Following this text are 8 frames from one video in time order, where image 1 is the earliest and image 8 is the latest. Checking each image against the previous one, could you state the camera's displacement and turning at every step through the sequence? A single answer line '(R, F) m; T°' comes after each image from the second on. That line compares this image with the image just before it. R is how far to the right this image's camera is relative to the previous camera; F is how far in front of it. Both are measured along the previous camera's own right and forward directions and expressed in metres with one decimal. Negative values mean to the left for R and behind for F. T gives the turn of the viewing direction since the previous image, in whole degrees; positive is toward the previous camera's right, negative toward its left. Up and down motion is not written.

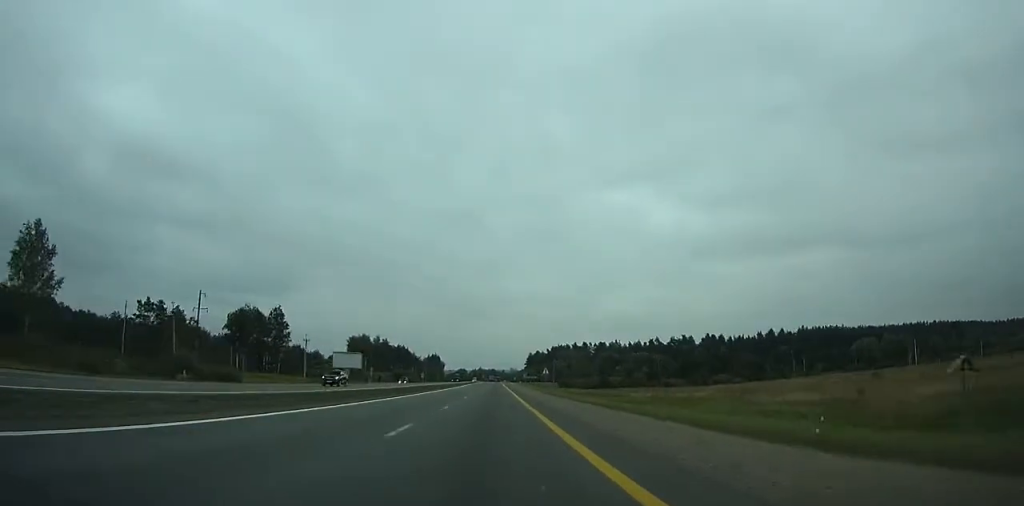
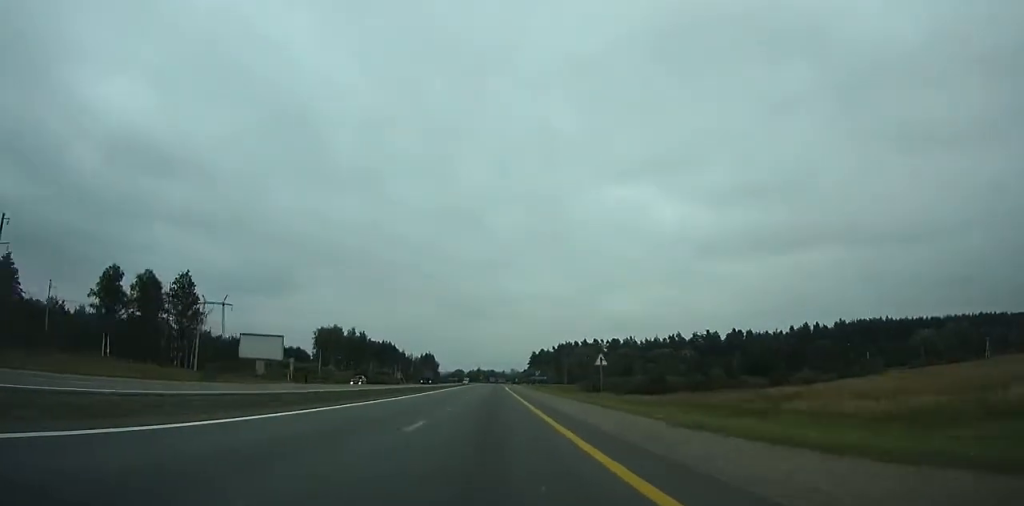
(-0.2, +46.1) m; 0°
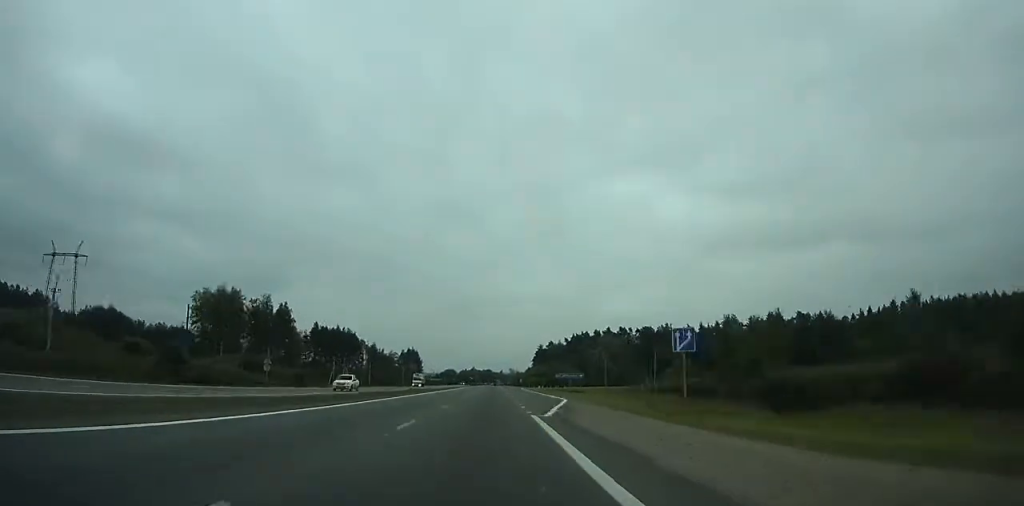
(+0.1, +83.1) m; 0°
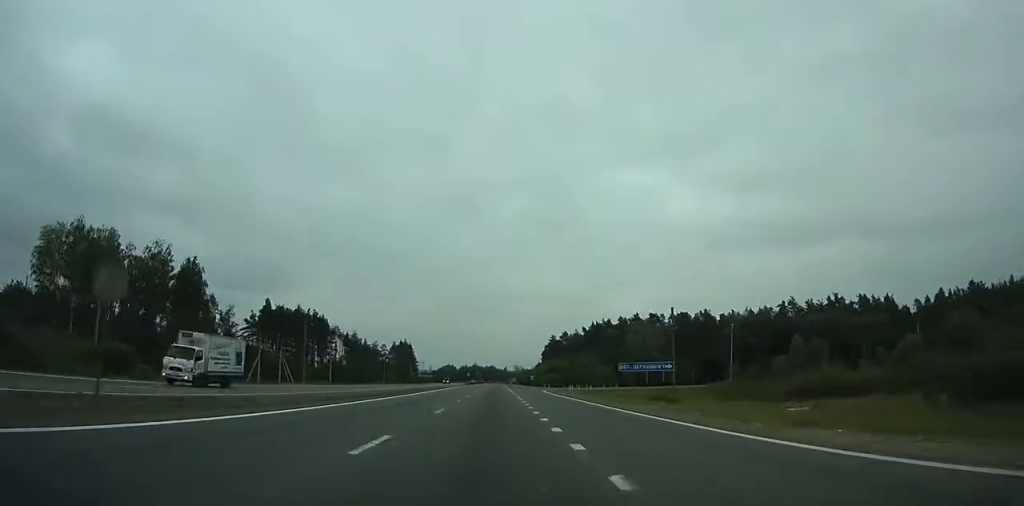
(0.0, +49.3) m; 0°
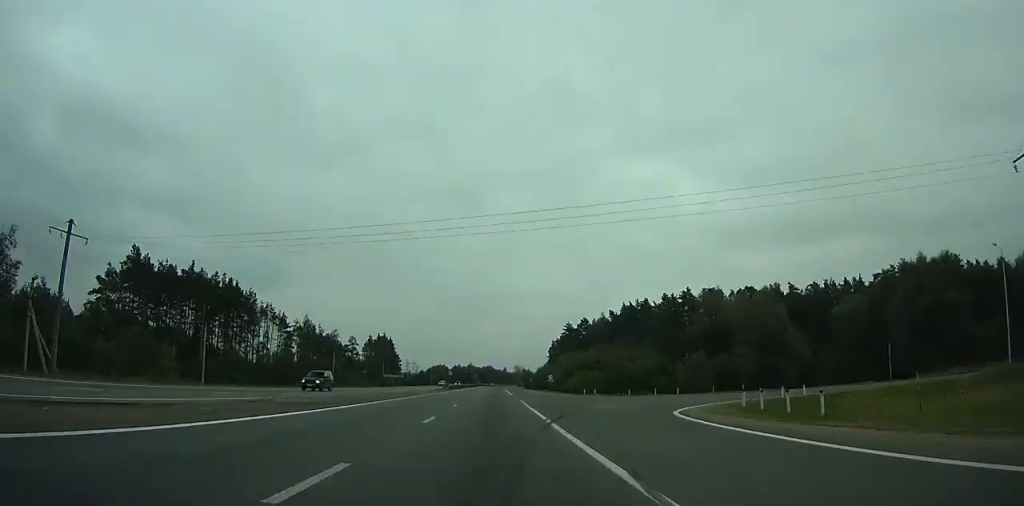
(-0.2, +62.3) m; 0°
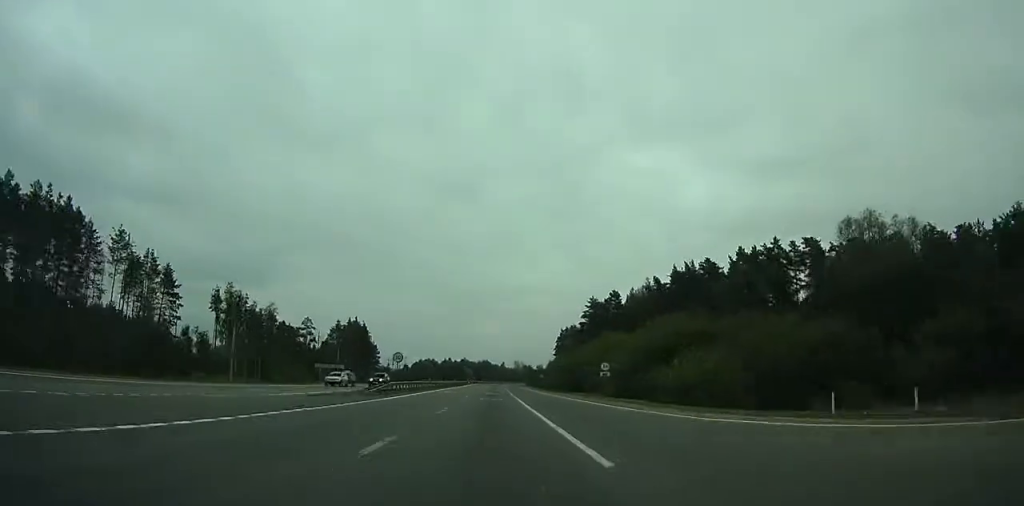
(+0.1, +56.5) m; 0°
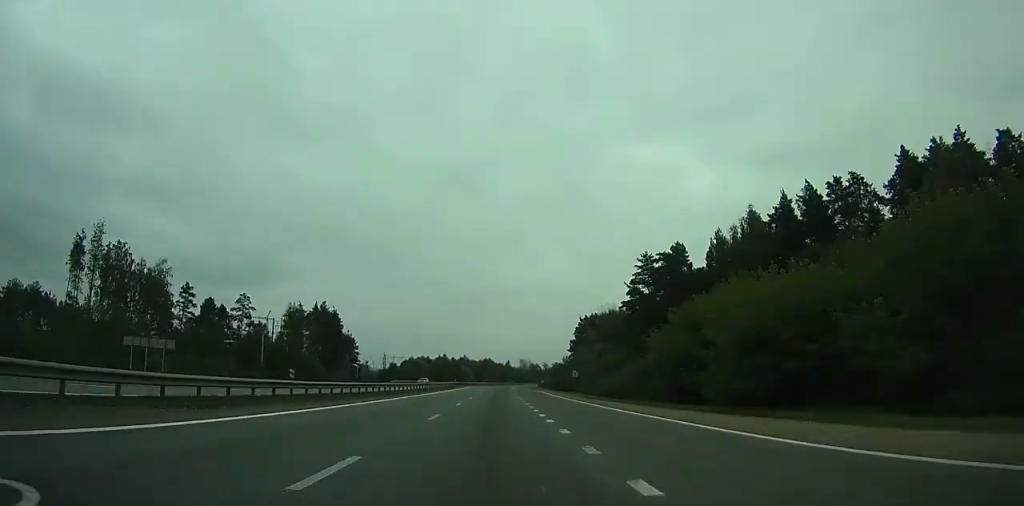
(0.0, +50.5) m; 0°
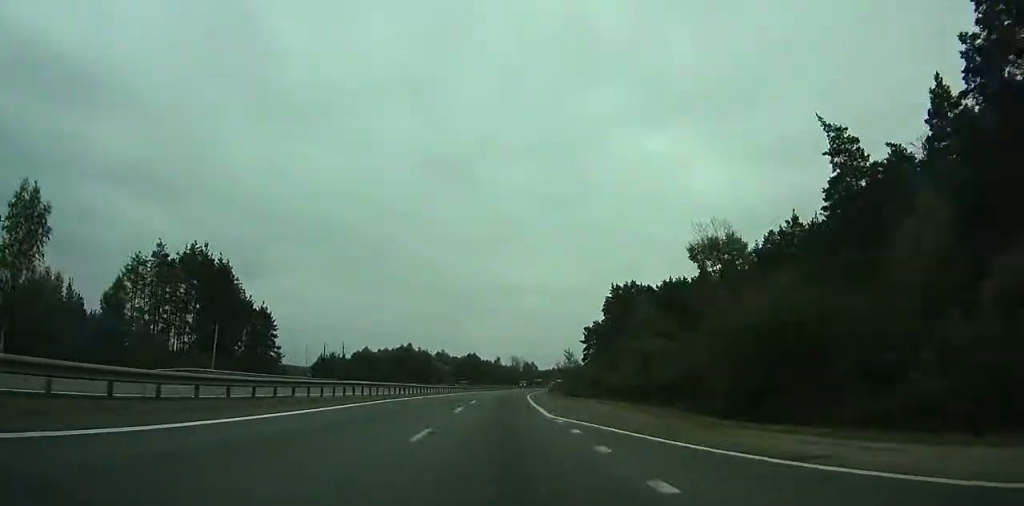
(+0.2, +78.6) m; +1°
